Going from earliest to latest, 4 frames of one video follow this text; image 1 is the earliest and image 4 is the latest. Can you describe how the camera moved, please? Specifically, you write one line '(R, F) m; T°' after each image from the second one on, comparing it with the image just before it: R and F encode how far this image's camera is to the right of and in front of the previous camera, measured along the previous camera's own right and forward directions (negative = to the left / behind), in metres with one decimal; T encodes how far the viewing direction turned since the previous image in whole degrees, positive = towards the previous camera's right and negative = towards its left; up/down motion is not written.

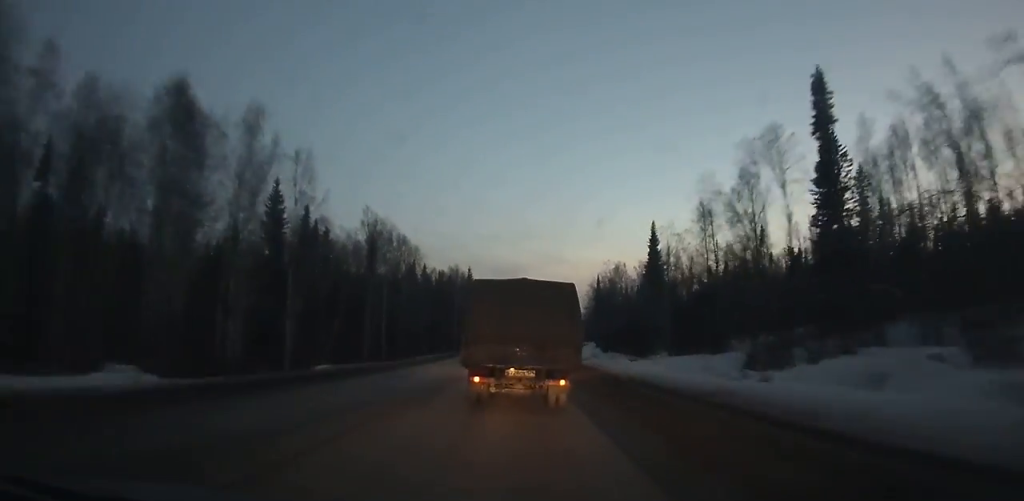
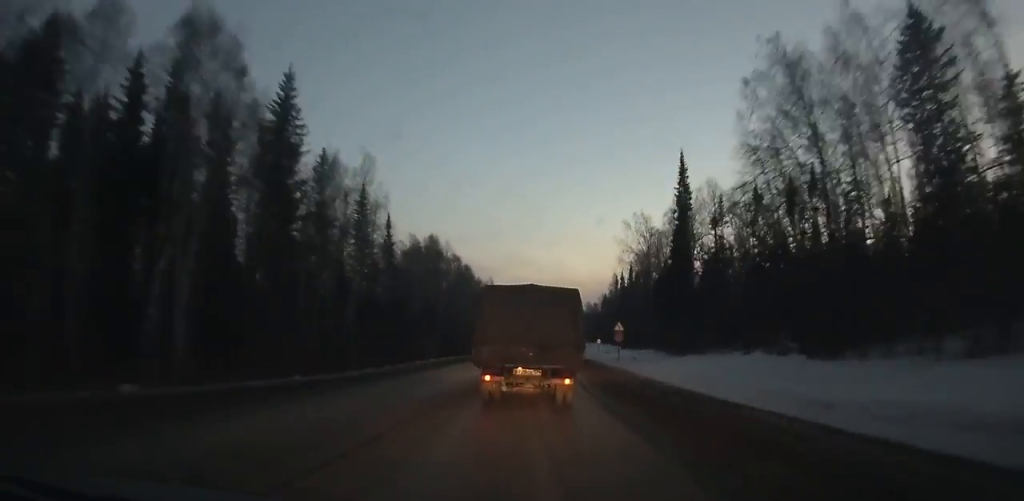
(+2.8, +115.9) m; +4°
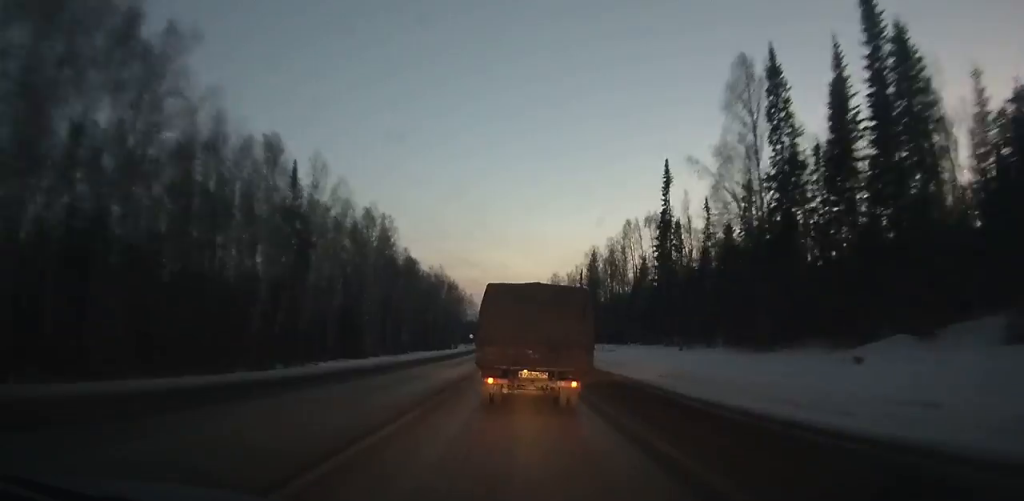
(+5.4, +130.4) m; +4°
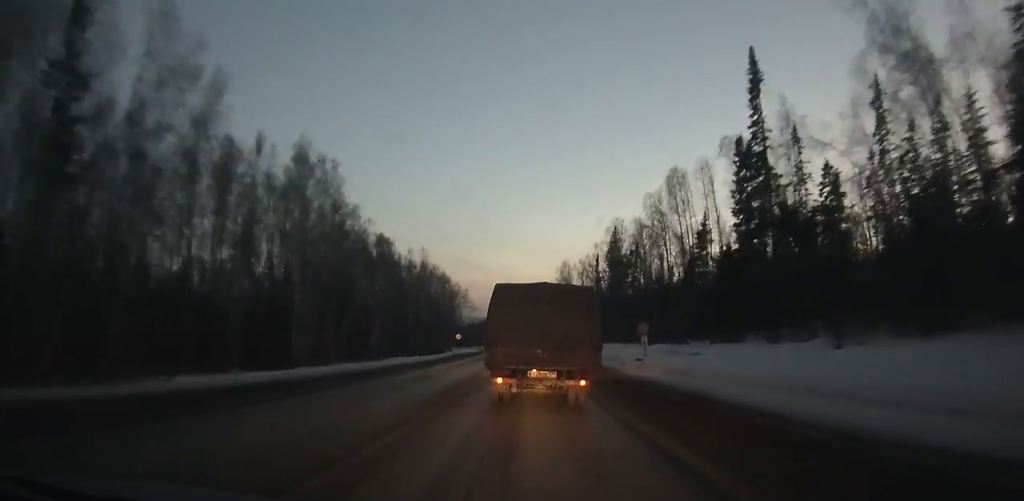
(+0.2, +28.1) m; 0°
